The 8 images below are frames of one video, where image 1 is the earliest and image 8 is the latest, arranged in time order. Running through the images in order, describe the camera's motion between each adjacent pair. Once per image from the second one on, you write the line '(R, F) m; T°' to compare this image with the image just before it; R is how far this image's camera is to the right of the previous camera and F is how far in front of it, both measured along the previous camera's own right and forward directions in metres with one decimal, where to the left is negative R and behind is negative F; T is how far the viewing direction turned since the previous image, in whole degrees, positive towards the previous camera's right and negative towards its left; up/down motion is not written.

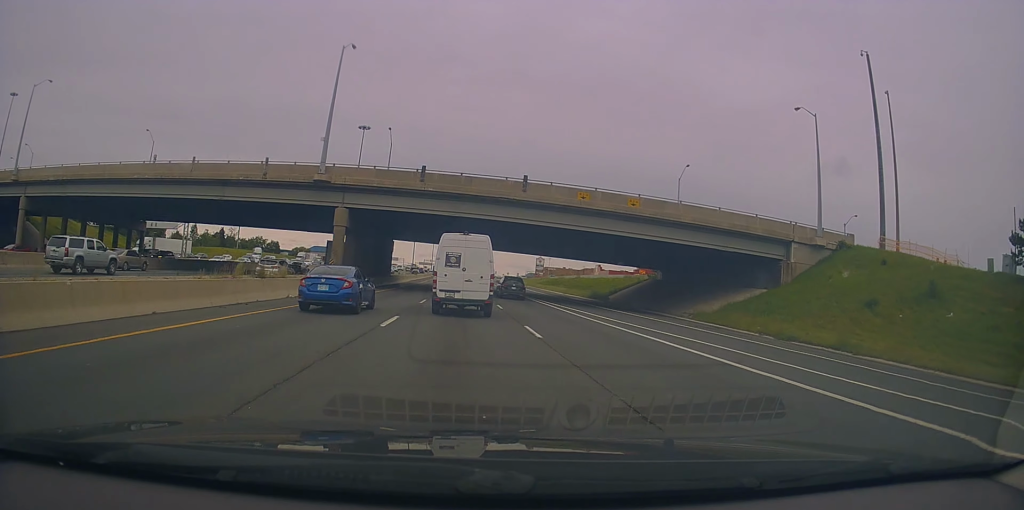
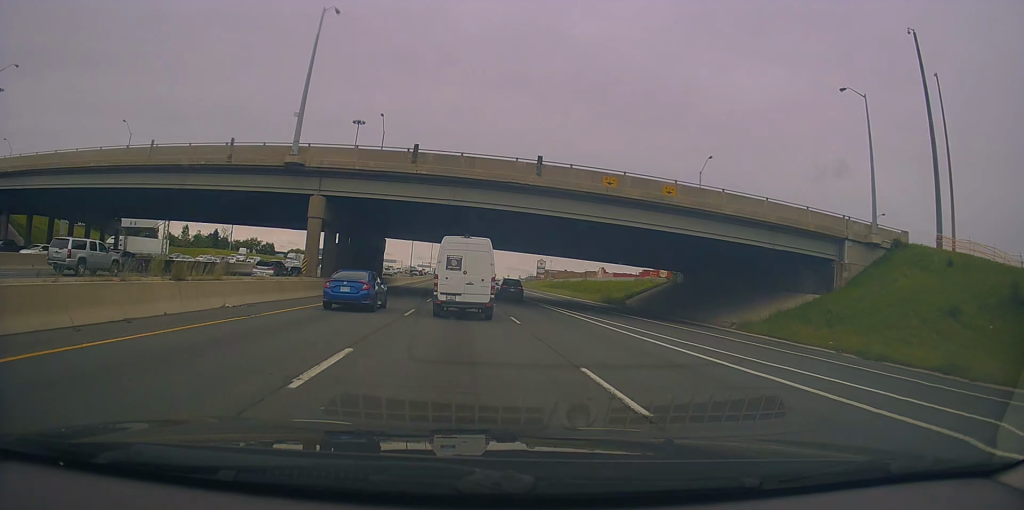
(0.0, +7.3) m; 0°
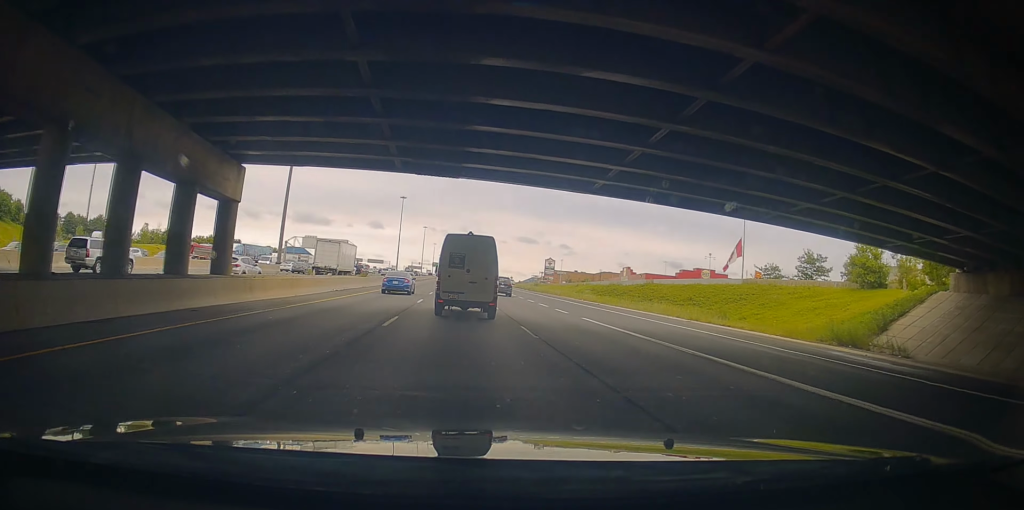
(-0.4, +42.2) m; +1°
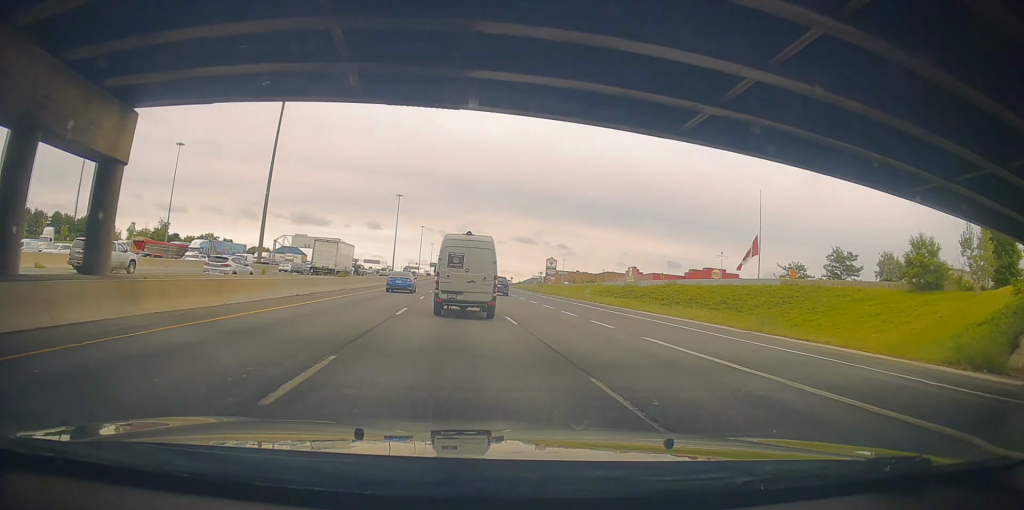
(0.0, +8.6) m; +1°
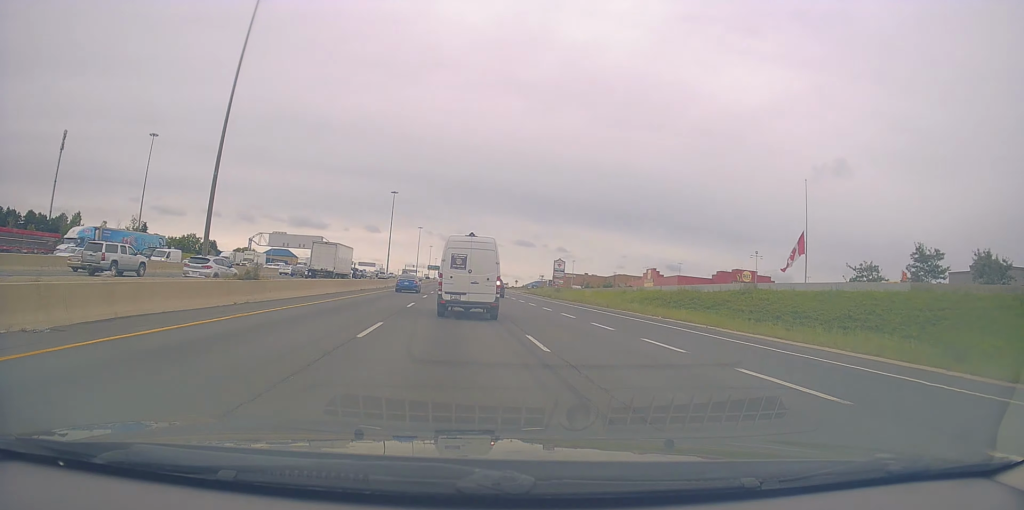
(+0.6, +18.9) m; 0°
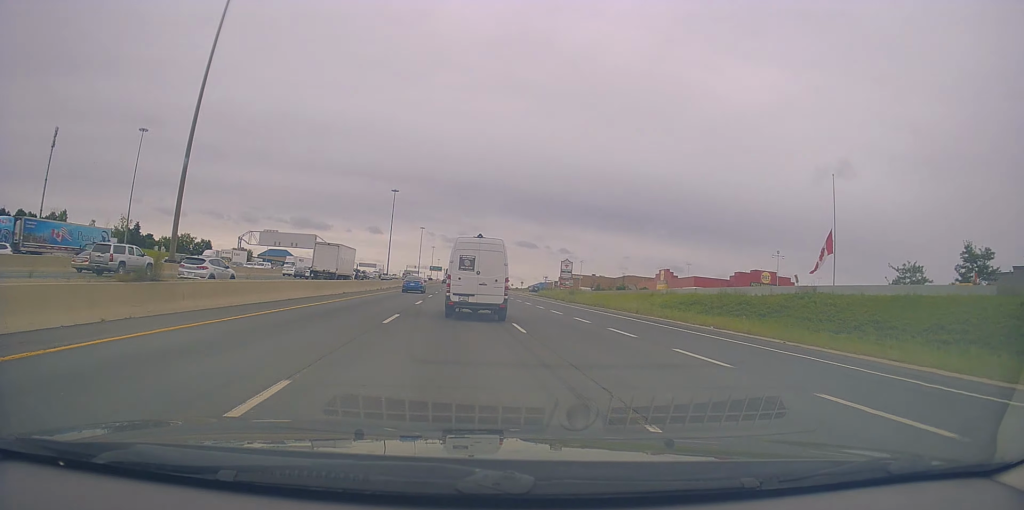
(-0.3, +8.5) m; -2°
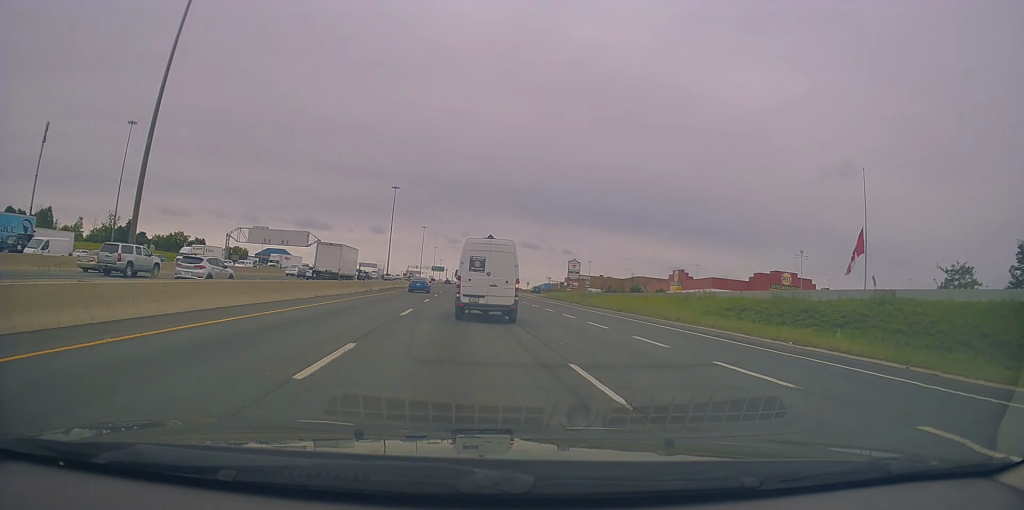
(-0.1, +8.5) m; -2°
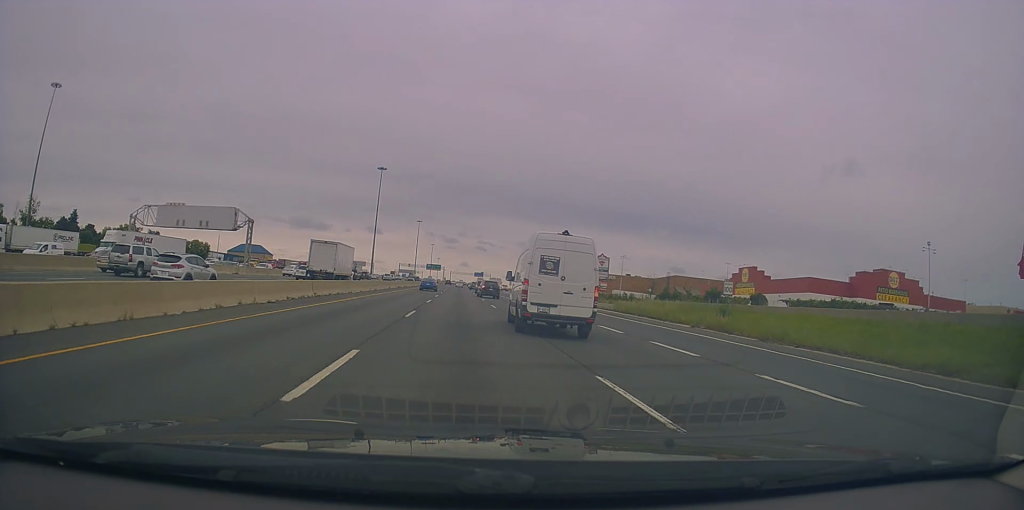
(+0.4, +38.2) m; +1°
